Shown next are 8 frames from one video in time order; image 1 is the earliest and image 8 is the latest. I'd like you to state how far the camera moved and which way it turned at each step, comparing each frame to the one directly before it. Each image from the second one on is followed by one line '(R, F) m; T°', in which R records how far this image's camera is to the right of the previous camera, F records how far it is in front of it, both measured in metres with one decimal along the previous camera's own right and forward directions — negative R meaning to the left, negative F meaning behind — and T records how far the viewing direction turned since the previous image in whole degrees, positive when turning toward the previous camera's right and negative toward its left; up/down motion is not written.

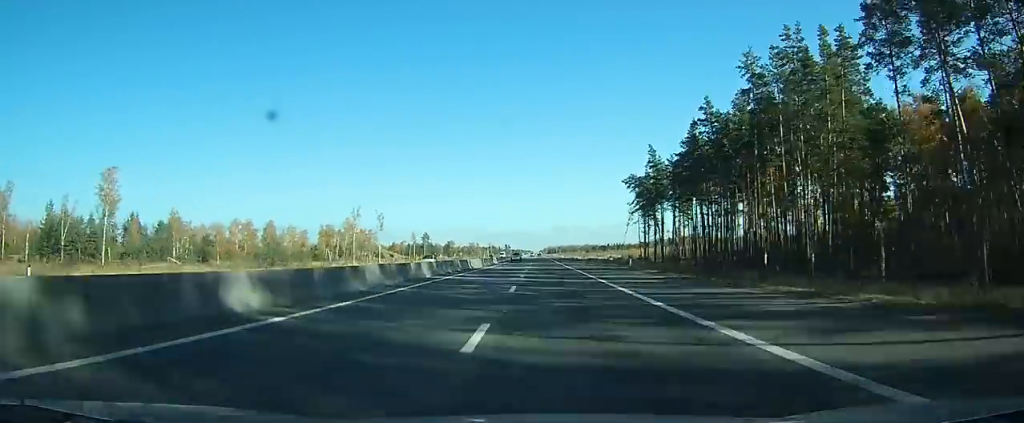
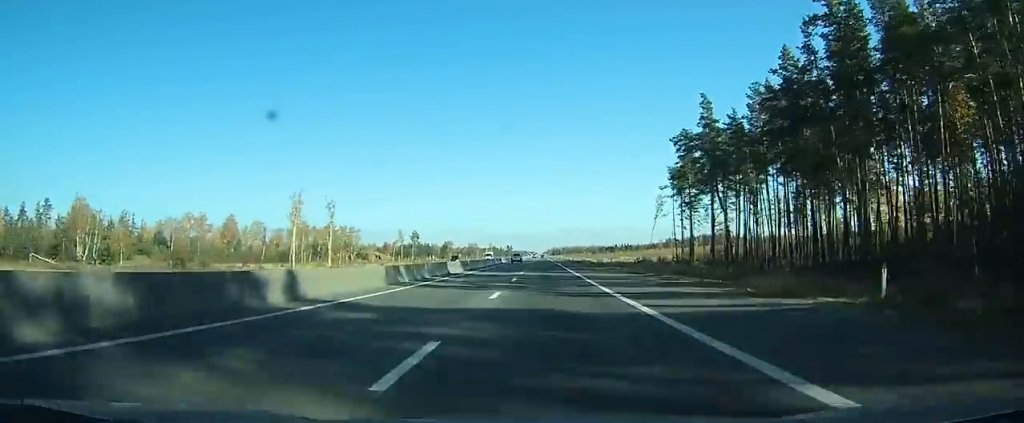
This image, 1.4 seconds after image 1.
(-0.3, +36.6) m; 0°
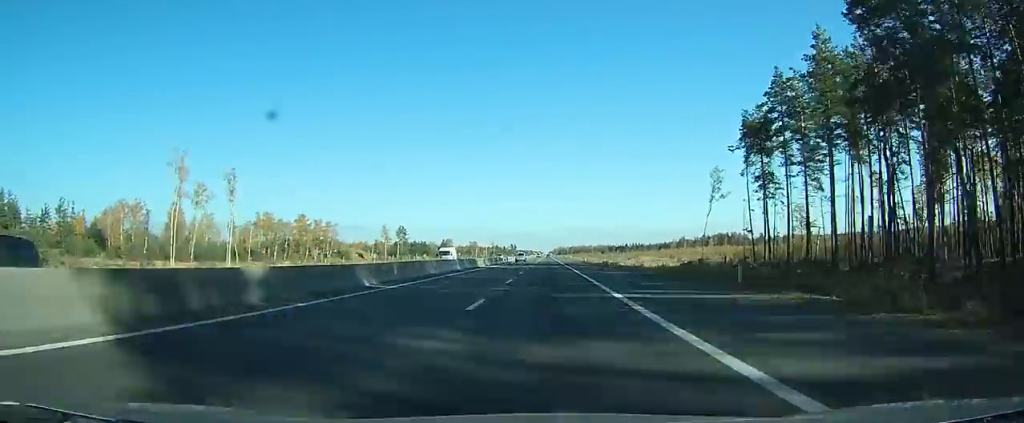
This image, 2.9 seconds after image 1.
(-0.1, +38.4) m; 0°
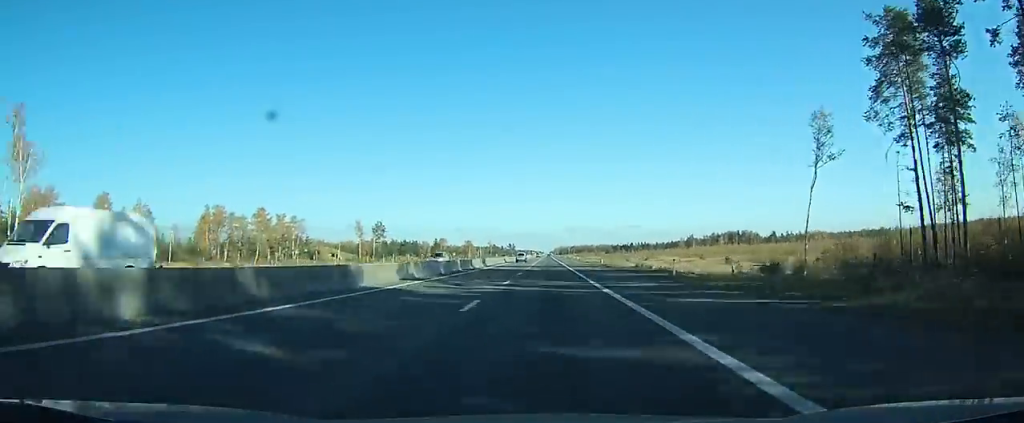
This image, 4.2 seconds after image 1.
(0.0, +35.3) m; 0°
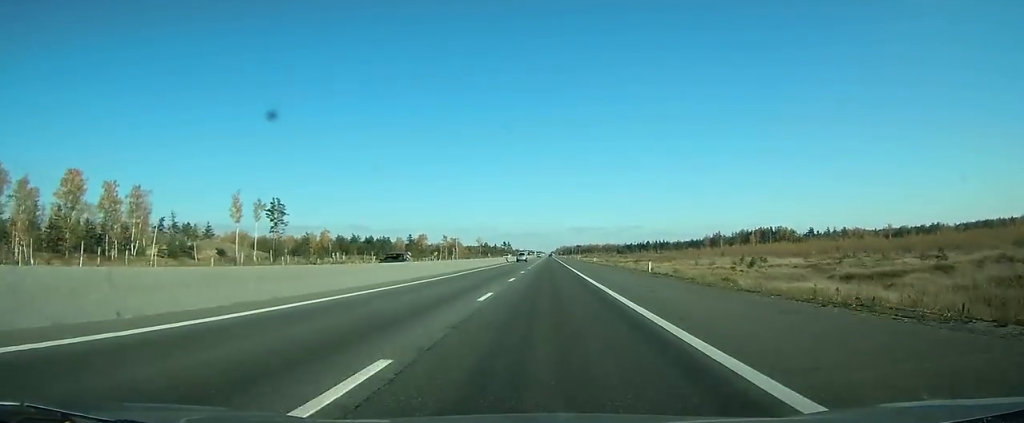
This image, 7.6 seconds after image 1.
(-0.3, +96.7) m; -1°
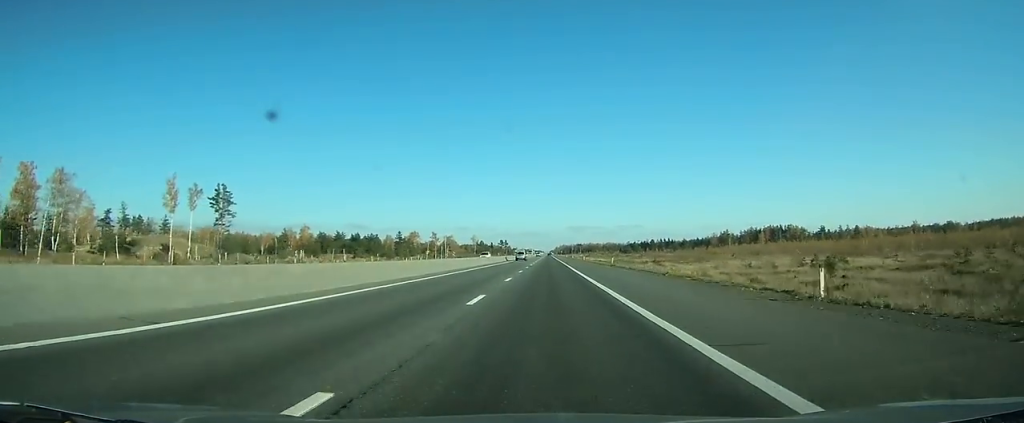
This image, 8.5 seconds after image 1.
(0.0, +26.2) m; 0°
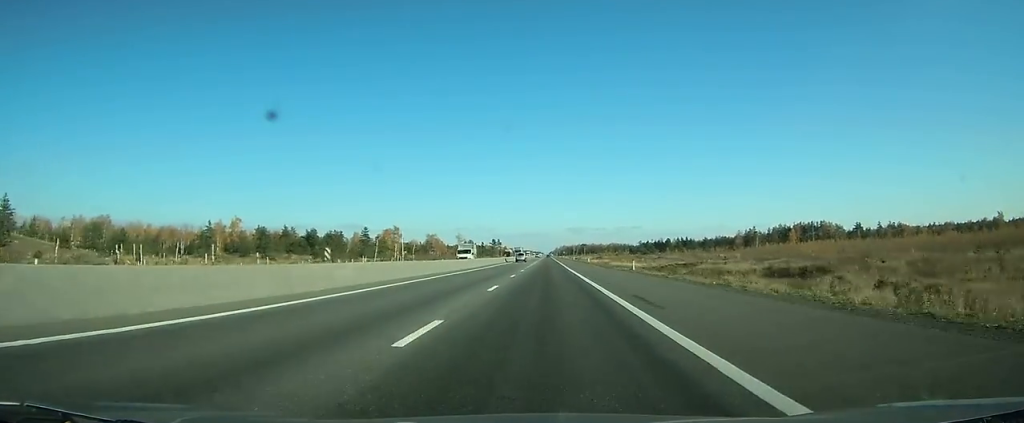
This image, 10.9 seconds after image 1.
(0.0, +65.4) m; 0°
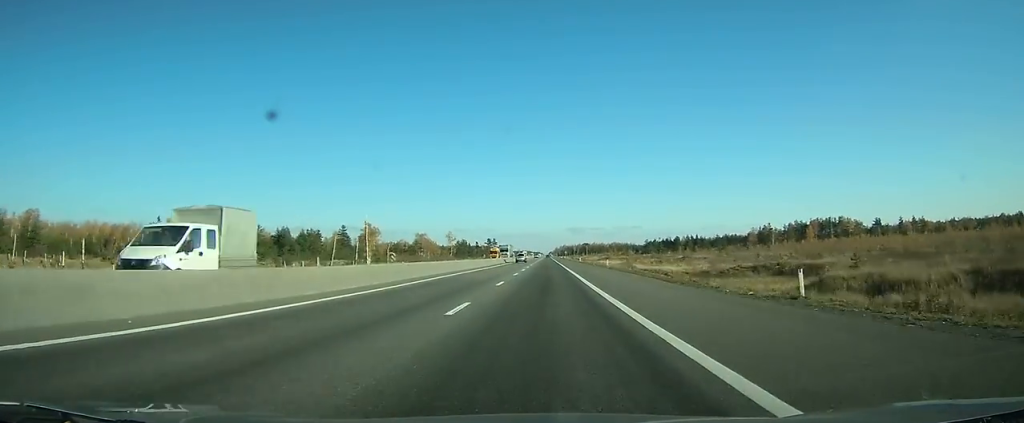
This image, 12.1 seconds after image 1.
(0.0, +30.3) m; 0°
